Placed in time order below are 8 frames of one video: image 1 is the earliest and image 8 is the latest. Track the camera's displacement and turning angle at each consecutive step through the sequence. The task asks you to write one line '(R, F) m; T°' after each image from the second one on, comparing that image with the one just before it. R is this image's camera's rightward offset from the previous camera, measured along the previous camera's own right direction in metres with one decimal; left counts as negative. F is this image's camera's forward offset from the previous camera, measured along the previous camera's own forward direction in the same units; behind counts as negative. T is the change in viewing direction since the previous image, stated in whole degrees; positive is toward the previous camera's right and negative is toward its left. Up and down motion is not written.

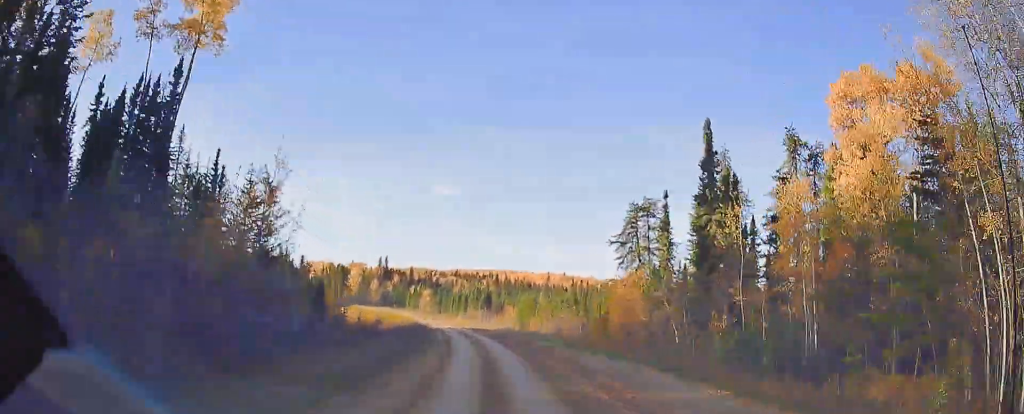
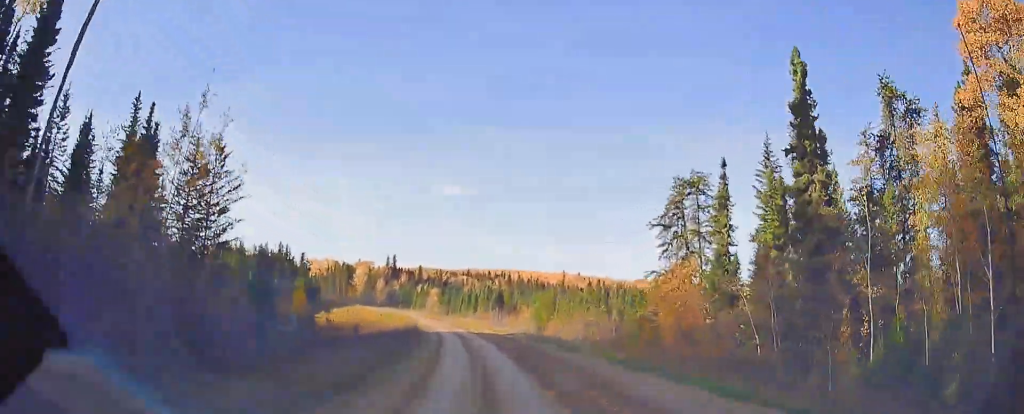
(-0.2, +12.1) m; -2°
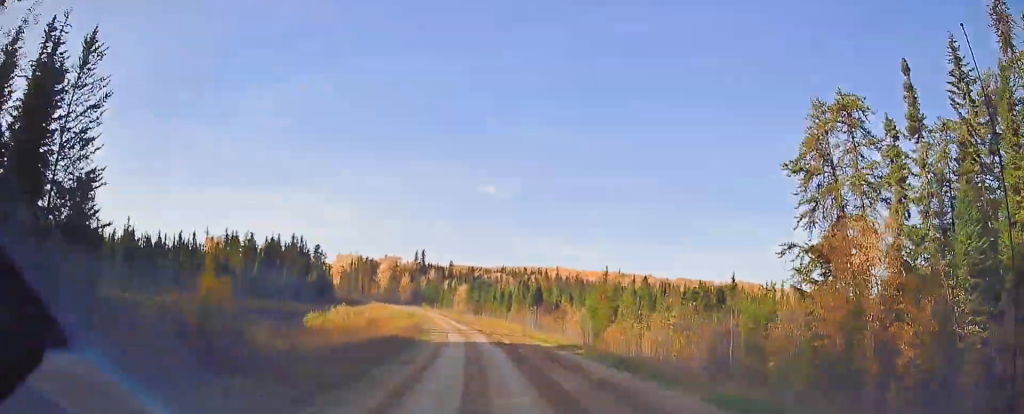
(+0.1, +17.9) m; -3°
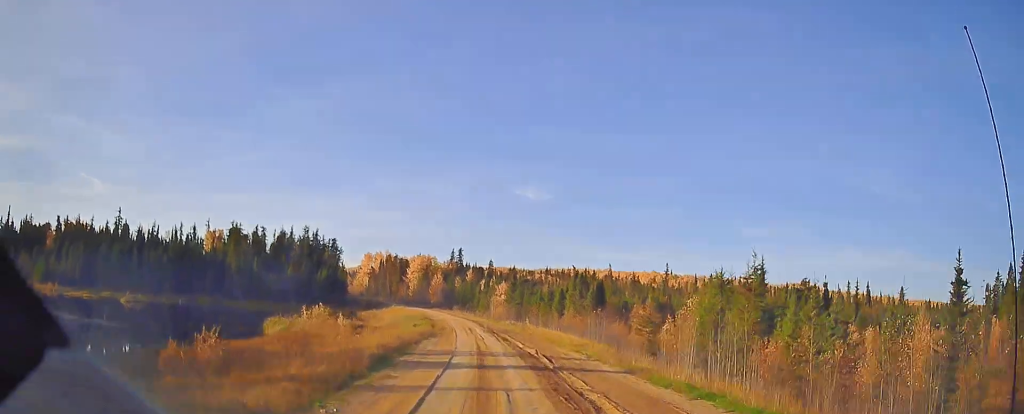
(-1.4, +22.6) m; -4°
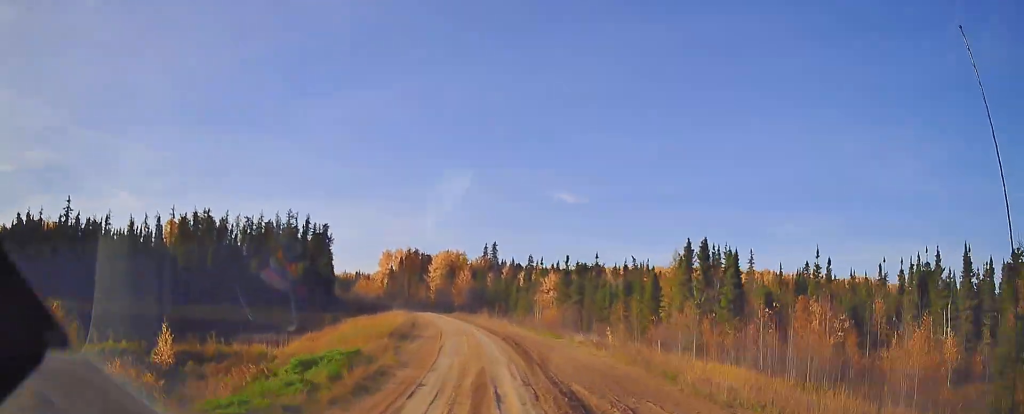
(-1.3, +36.4) m; -5°
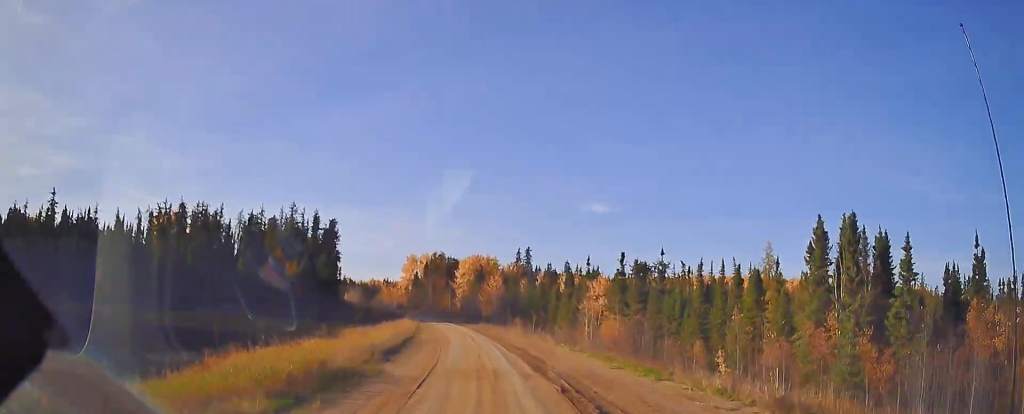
(-0.5, +16.4) m; -4°
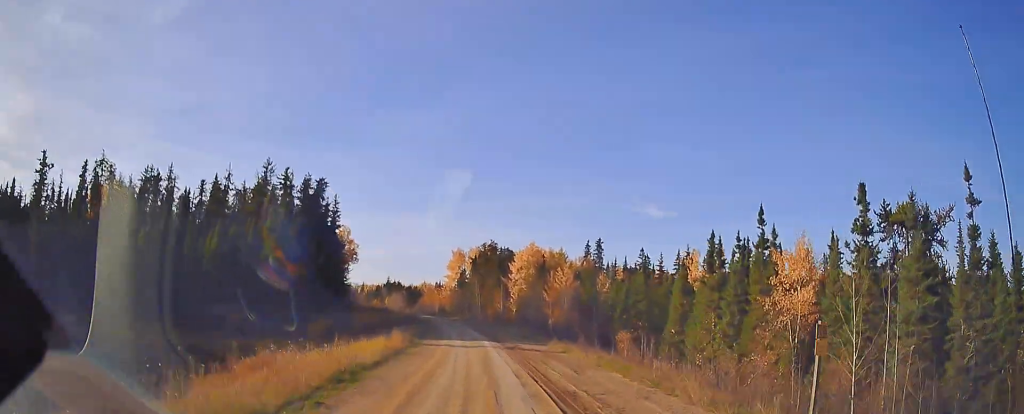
(-2.3, +34.8) m; -7°
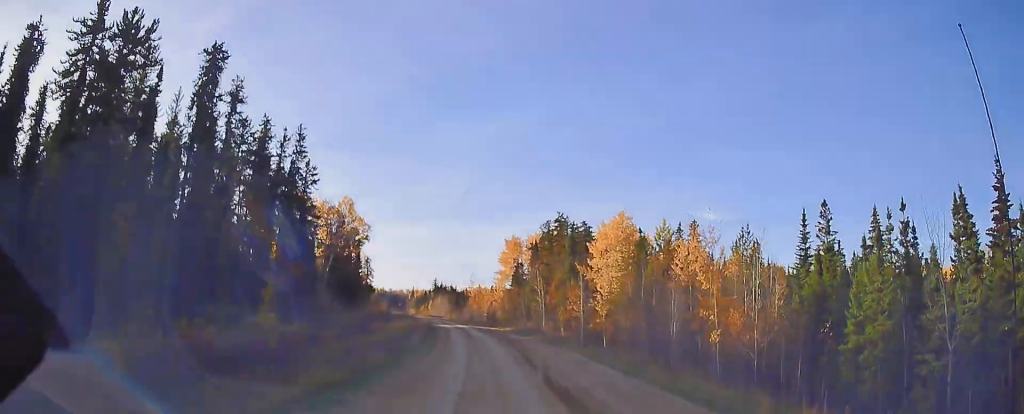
(-2.1, +38.8) m; -6°
